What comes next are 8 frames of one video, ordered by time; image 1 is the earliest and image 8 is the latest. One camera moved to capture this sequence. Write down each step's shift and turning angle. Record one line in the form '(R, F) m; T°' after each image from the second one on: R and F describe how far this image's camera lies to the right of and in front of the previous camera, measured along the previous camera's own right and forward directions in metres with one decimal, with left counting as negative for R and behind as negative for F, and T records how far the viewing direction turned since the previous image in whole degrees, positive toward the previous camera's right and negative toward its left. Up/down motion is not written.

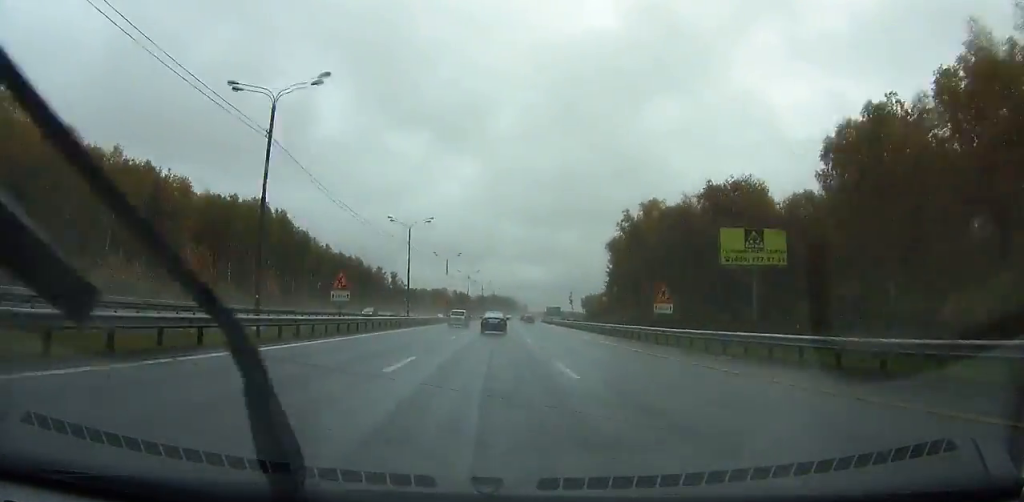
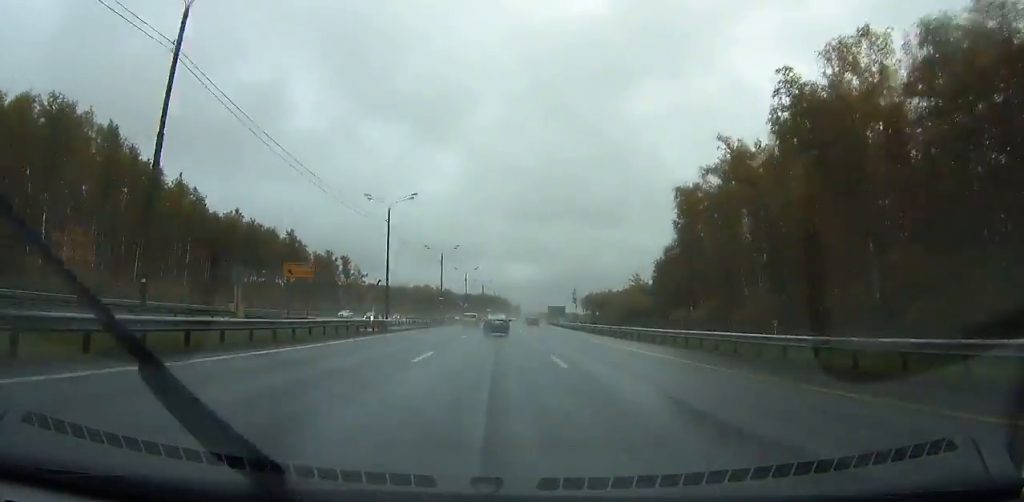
(+1.8, +60.1) m; +2°
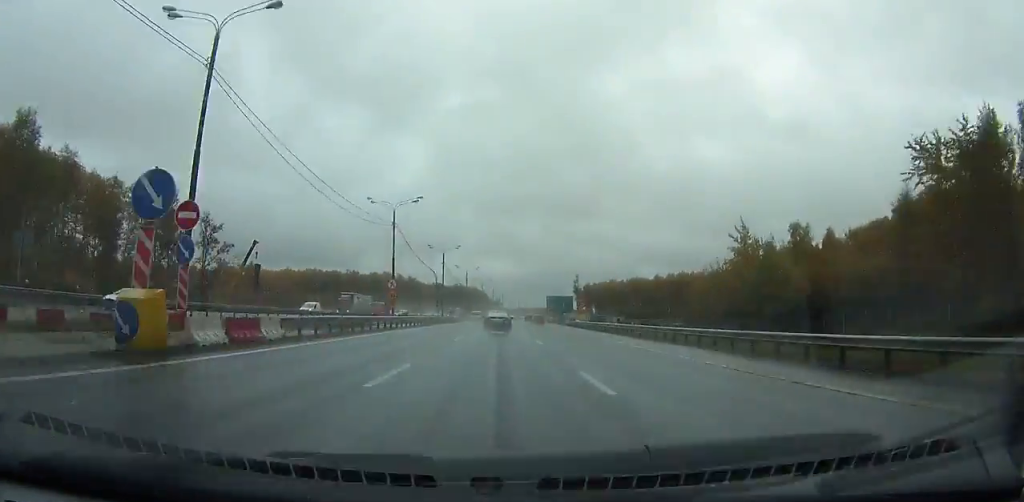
(-1.0, +83.7) m; -2°
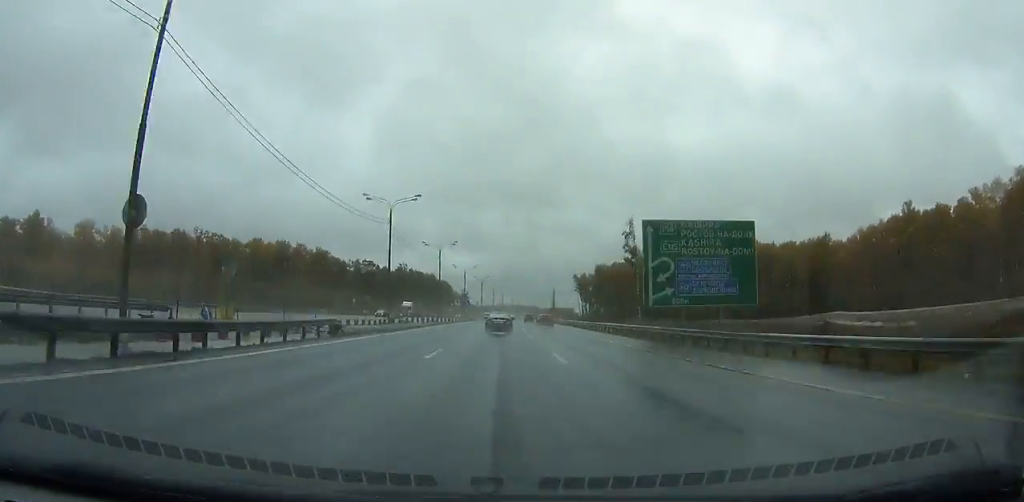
(+4.1, +134.7) m; +5°
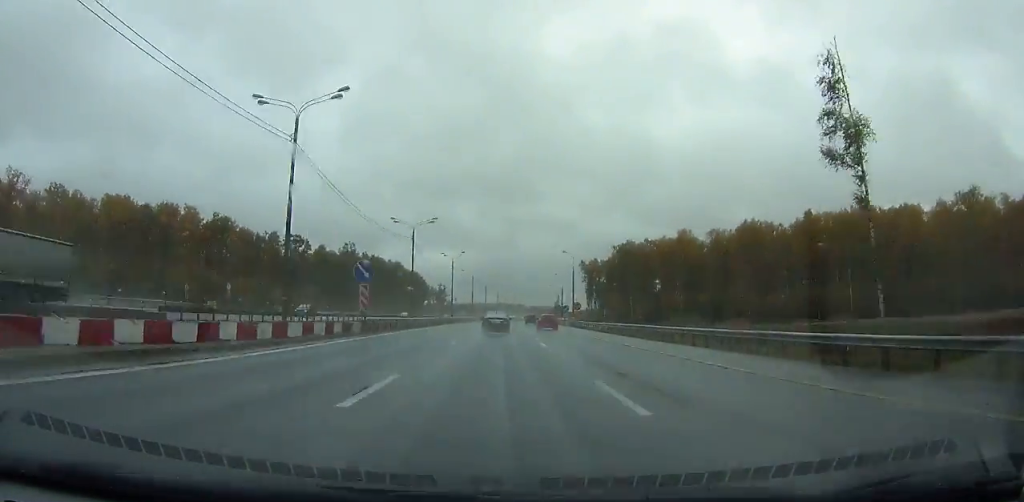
(+0.7, +70.0) m; +1°
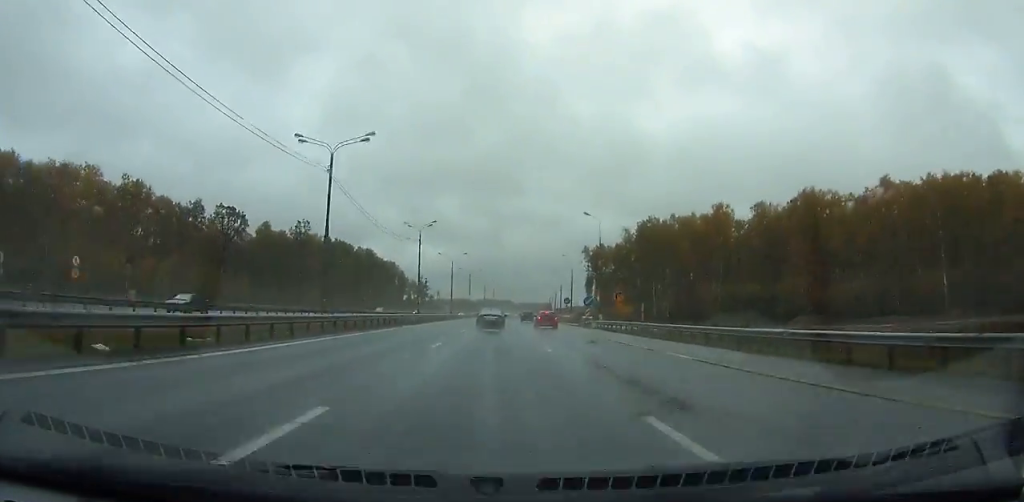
(-0.1, +35.2) m; +1°
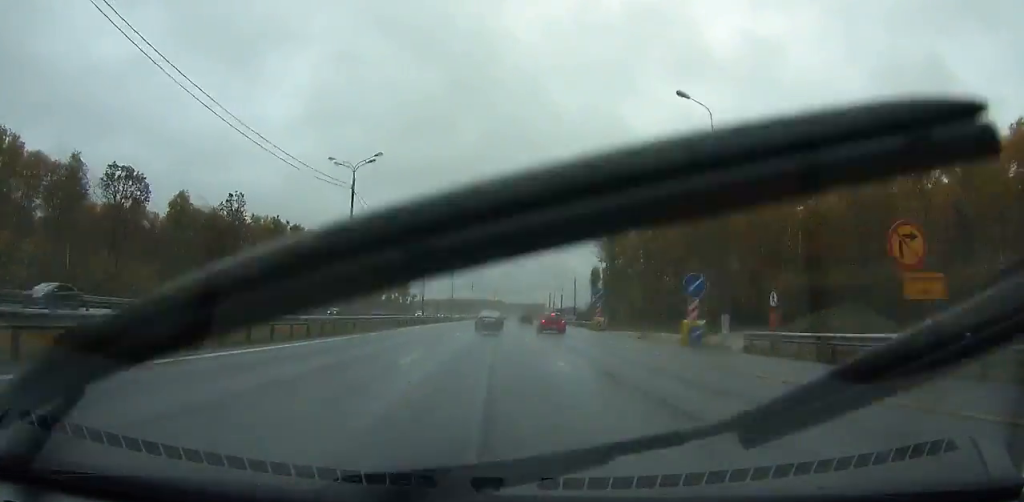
(+0.6, +37.6) m; +1°
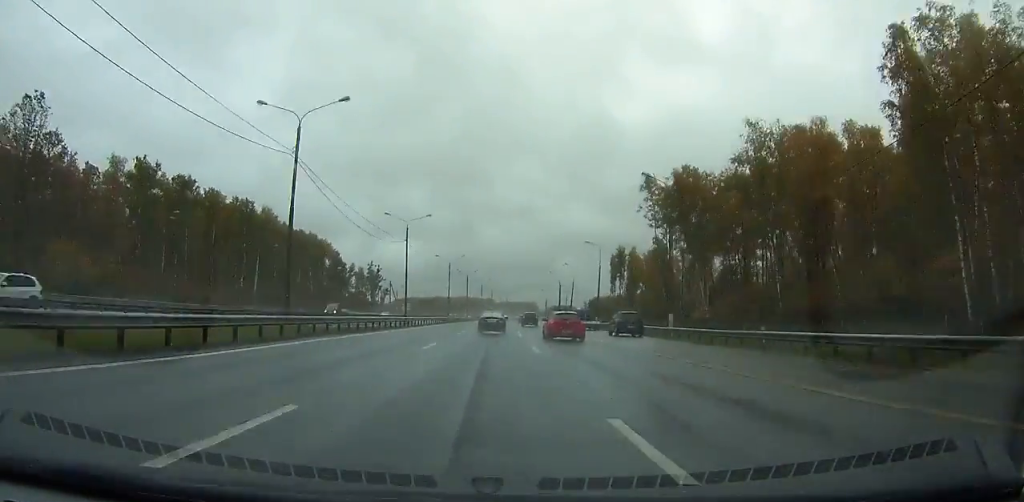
(+0.8, +58.7) m; +2°
